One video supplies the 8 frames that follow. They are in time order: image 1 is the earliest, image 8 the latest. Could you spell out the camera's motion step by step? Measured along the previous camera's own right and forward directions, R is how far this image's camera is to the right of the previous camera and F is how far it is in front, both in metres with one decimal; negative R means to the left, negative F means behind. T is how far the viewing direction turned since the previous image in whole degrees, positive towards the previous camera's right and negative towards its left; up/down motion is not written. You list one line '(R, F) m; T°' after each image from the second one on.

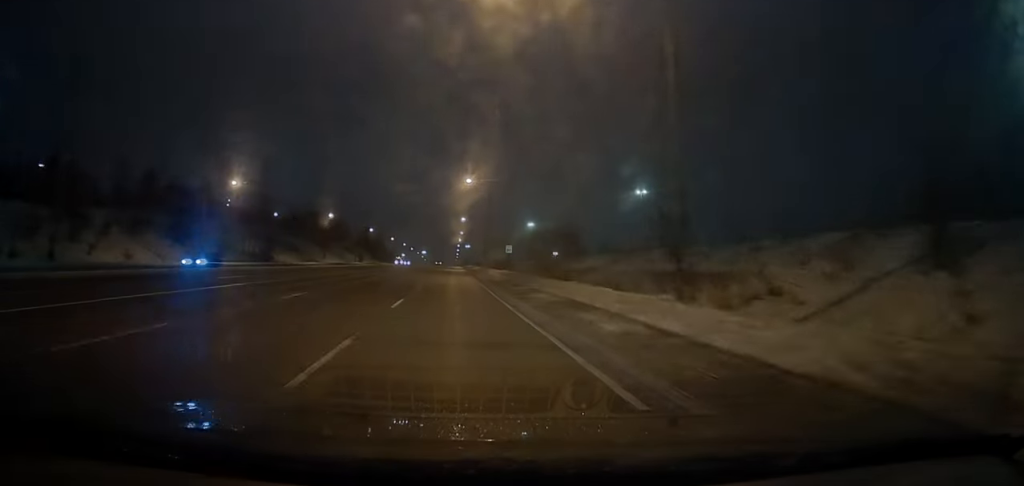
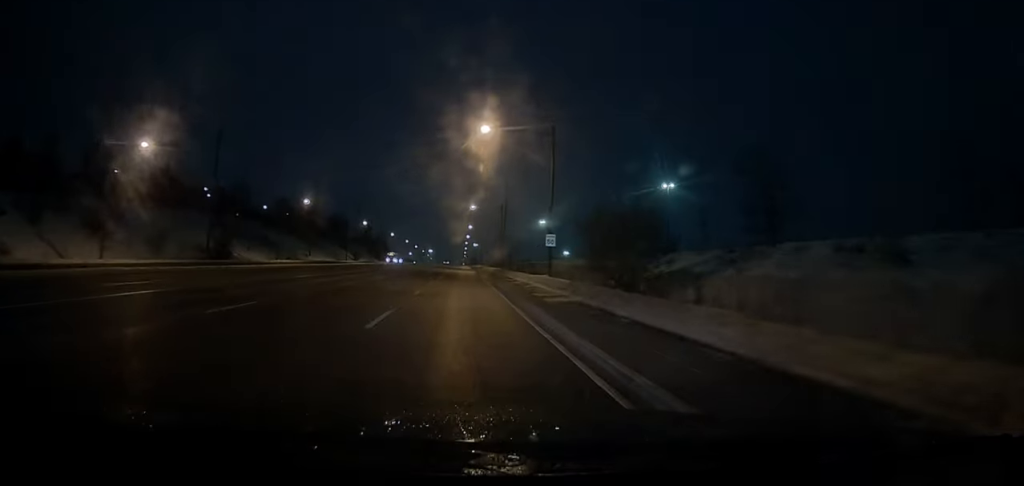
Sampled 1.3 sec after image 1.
(-0.1, +22.6) m; -1°
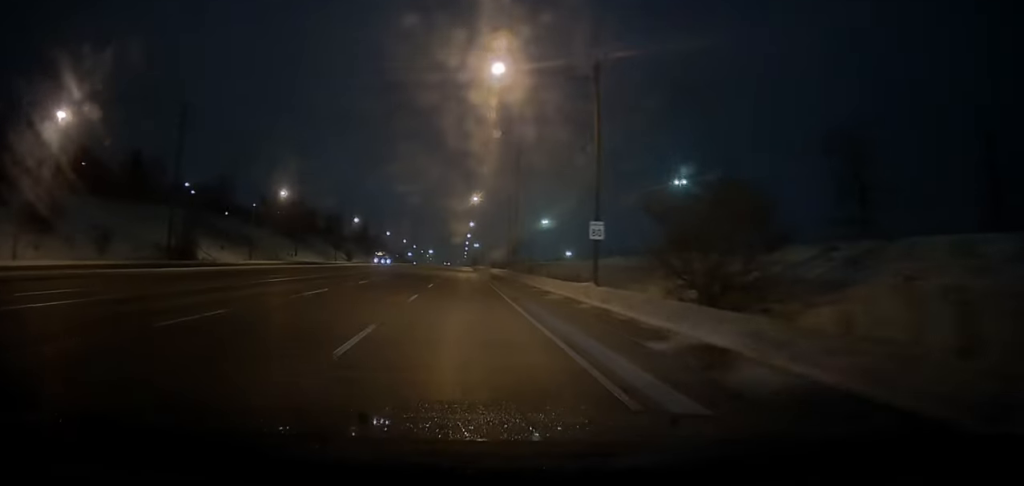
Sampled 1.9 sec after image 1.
(0.0, +11.9) m; 0°
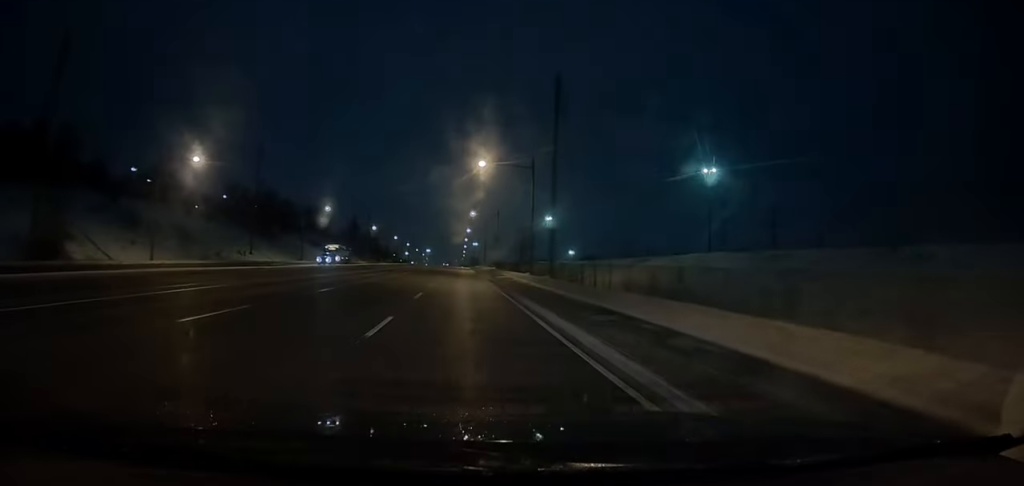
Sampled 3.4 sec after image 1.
(-0.2, +26.1) m; 0°
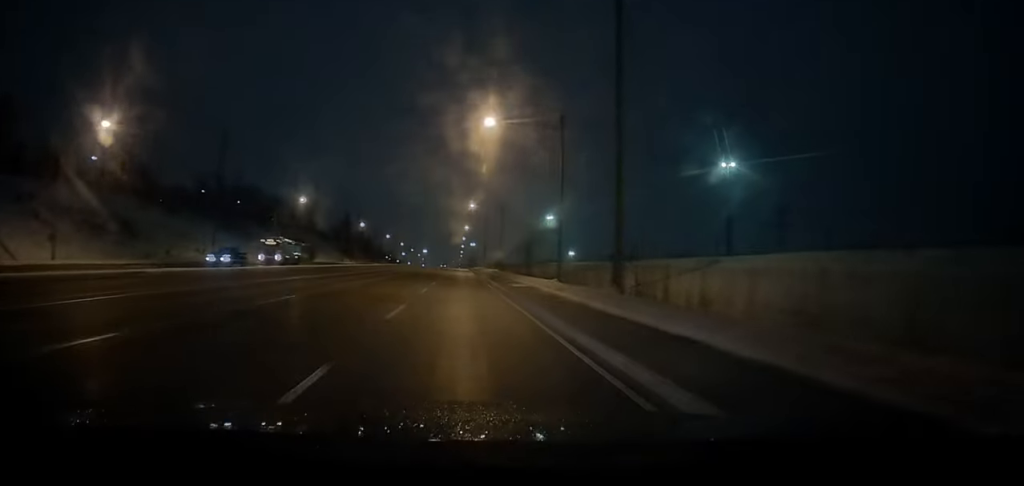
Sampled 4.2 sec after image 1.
(0.0, +14.8) m; 0°
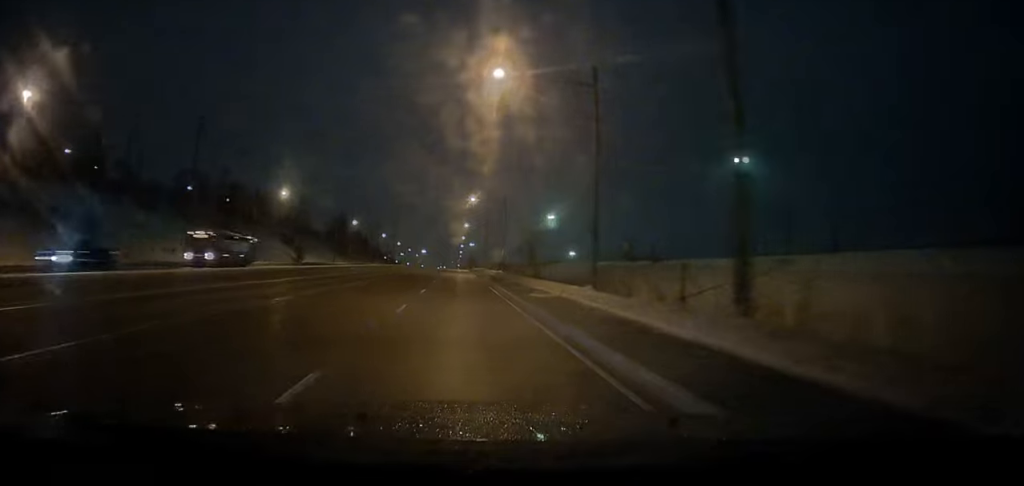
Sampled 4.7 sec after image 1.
(0.0, +8.9) m; 0°
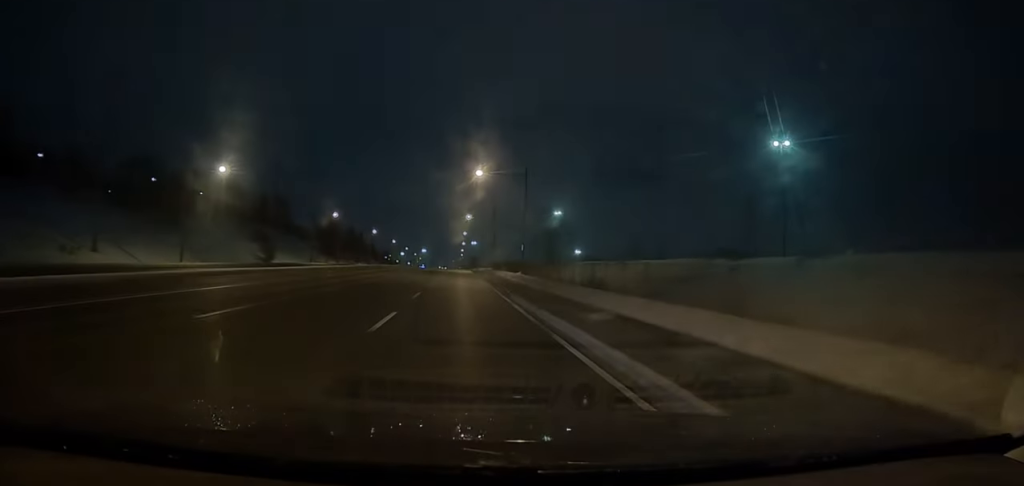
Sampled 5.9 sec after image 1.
(+0.3, +21.4) m; +1°
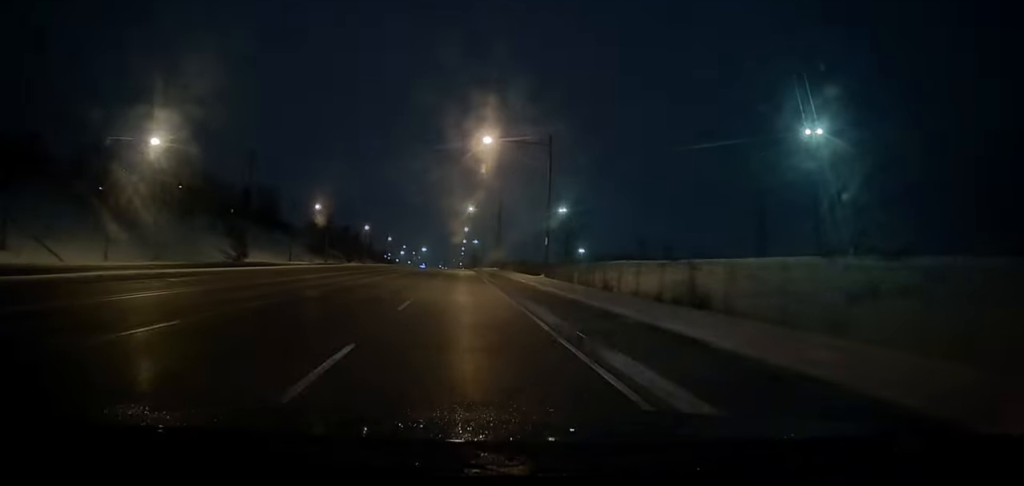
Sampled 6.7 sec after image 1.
(0.0, +14.3) m; 0°
